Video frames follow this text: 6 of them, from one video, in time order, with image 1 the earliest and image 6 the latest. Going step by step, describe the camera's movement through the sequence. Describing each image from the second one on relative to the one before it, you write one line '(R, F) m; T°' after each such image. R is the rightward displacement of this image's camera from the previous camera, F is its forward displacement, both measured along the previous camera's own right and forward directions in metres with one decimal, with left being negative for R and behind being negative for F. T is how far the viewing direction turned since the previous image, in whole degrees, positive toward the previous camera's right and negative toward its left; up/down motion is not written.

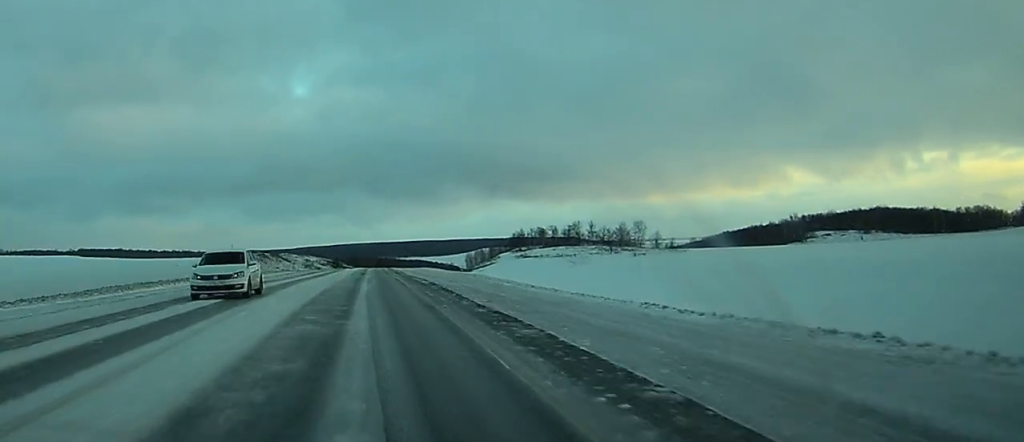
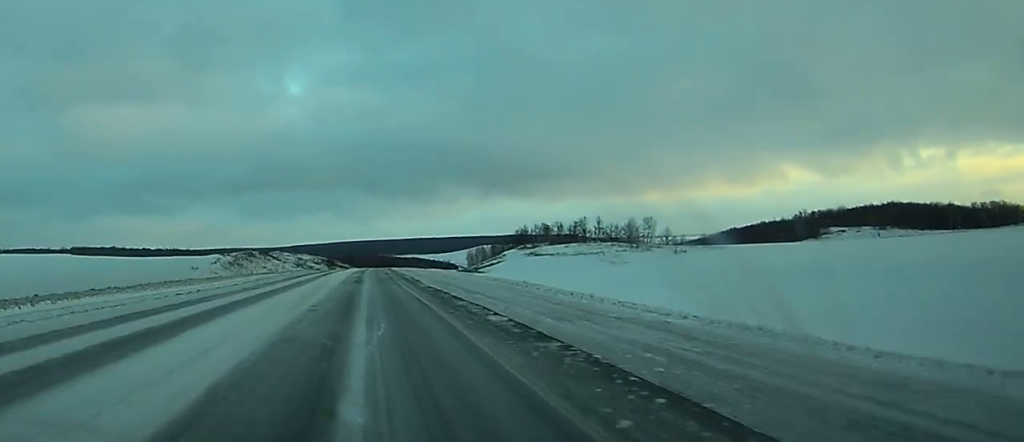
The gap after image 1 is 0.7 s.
(-0.1, +20.2) m; 0°
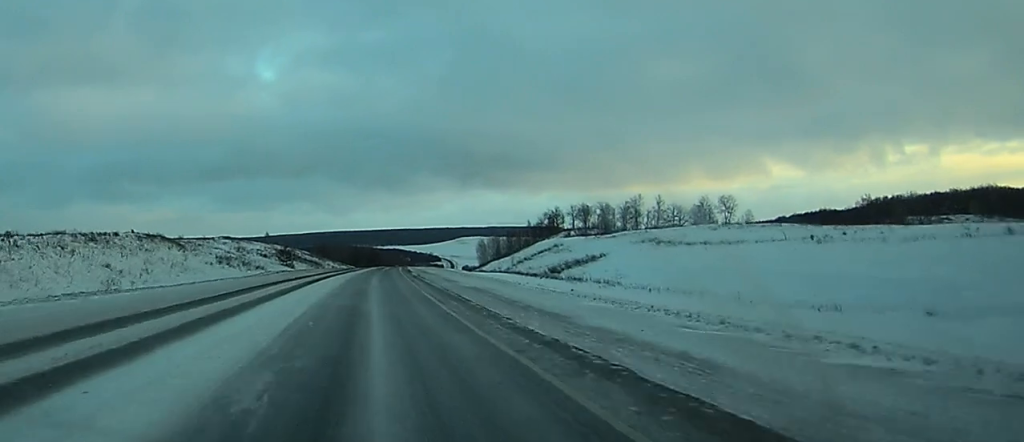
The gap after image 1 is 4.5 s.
(+1.1, +109.9) m; +1°
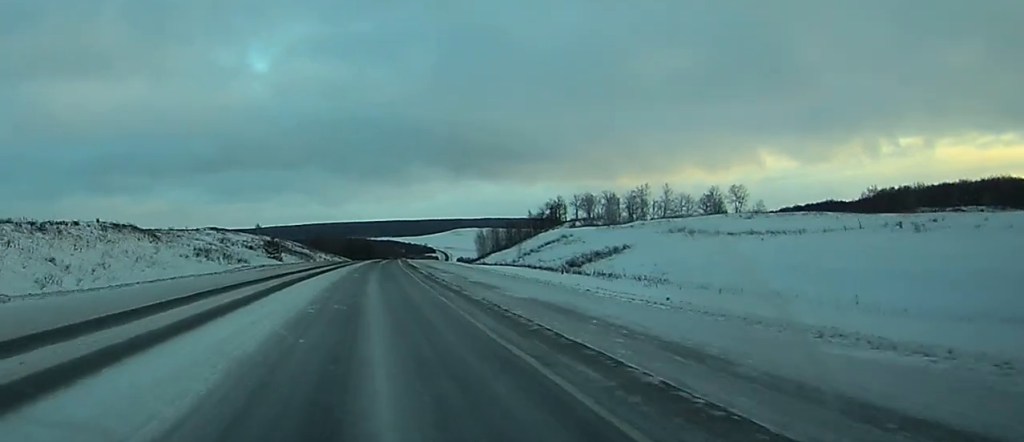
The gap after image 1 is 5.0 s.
(0.0, +14.1) m; 0°
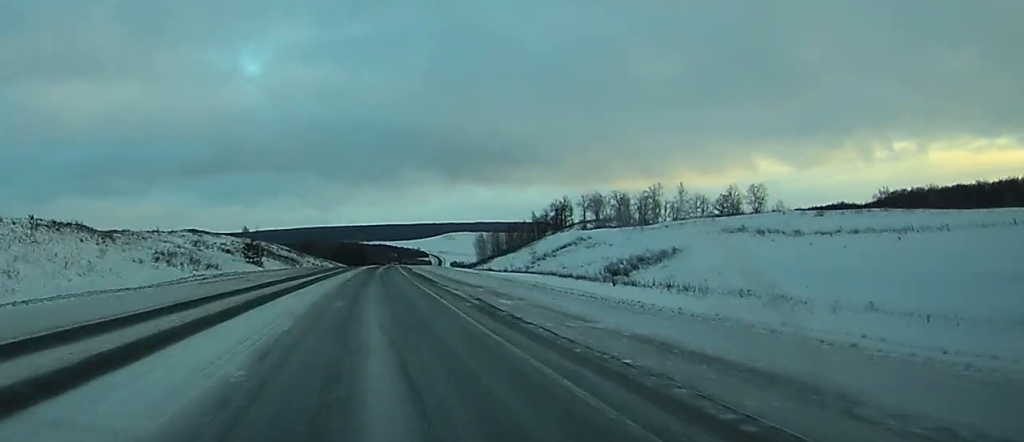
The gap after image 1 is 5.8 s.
(+0.1, +20.7) m; +1°
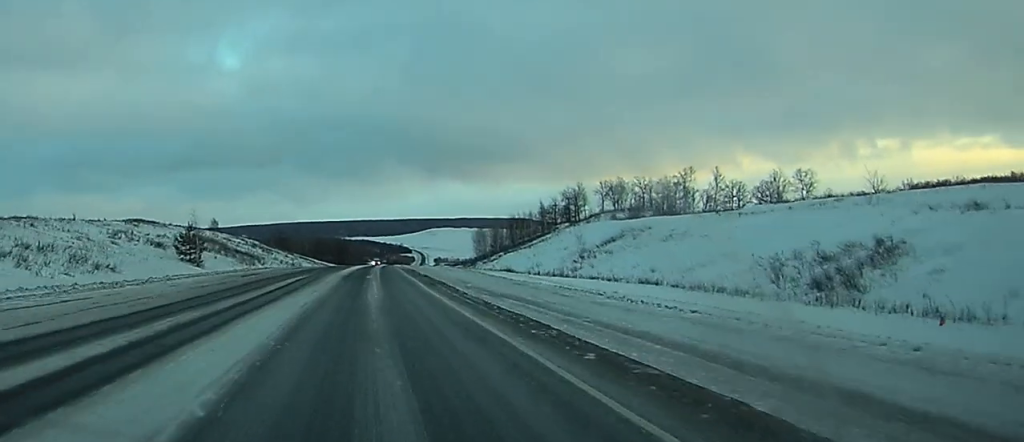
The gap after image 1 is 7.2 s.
(+0.5, +41.3) m; +1°
